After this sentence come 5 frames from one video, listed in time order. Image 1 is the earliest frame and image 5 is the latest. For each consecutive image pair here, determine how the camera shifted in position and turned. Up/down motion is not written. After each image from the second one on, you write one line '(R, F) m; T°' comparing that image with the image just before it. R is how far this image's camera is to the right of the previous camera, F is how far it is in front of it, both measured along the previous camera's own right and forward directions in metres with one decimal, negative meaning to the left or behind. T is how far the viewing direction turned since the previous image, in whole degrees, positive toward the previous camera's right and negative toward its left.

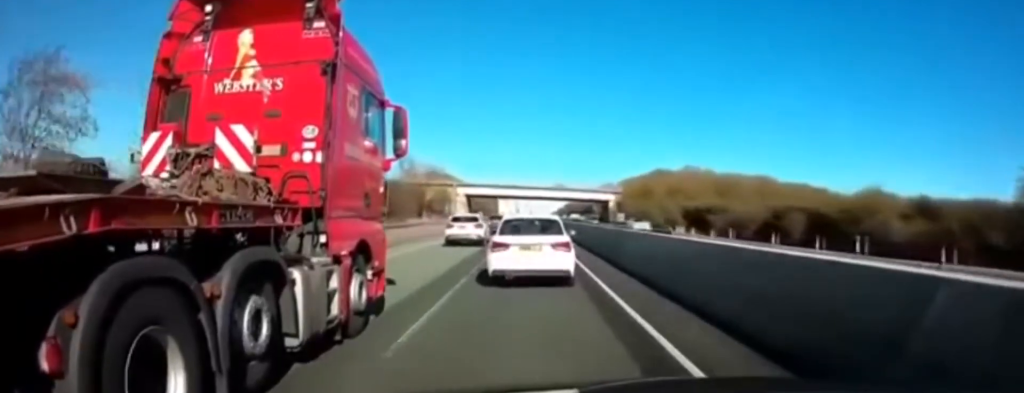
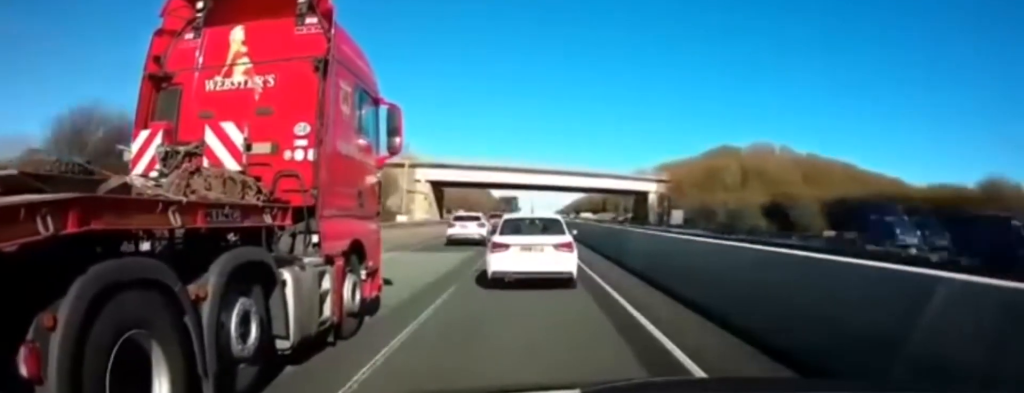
(+0.4, +42.6) m; +1°
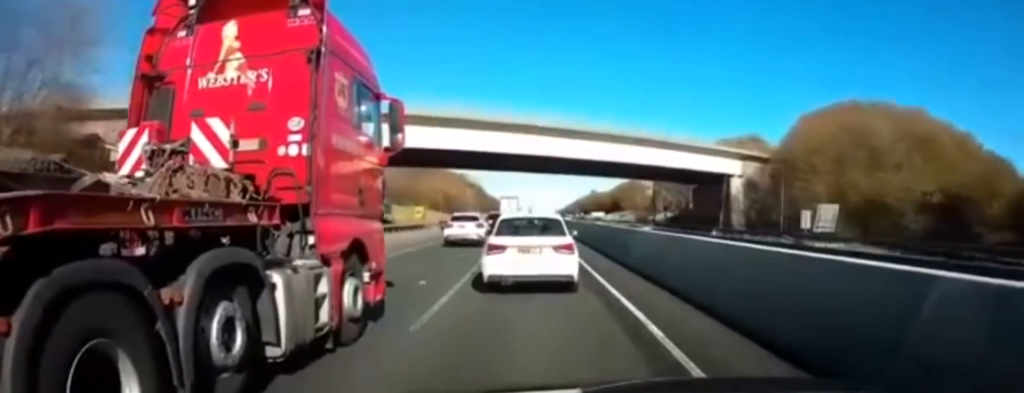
(-0.5, +37.2) m; -1°
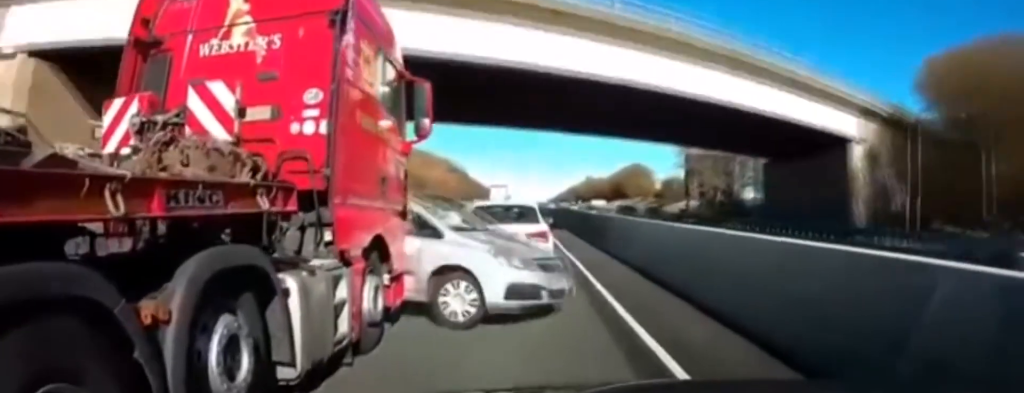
(+0.2, +22.5) m; +1°
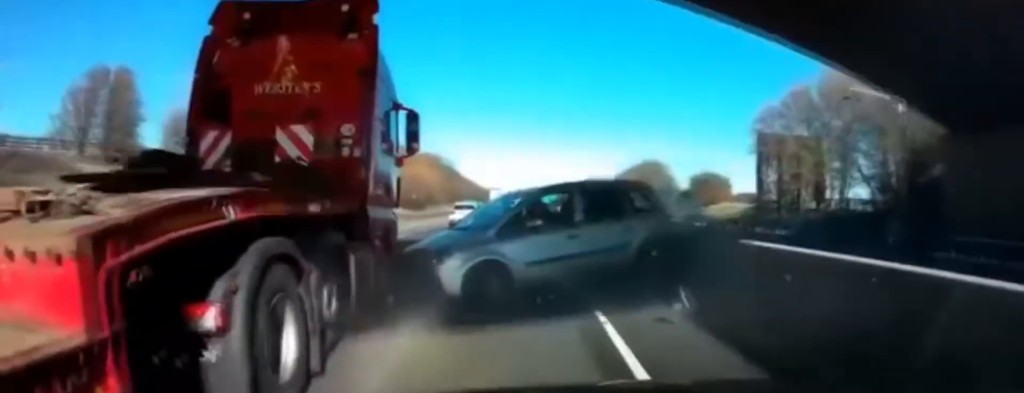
(-0.2, +28.1) m; -1°
